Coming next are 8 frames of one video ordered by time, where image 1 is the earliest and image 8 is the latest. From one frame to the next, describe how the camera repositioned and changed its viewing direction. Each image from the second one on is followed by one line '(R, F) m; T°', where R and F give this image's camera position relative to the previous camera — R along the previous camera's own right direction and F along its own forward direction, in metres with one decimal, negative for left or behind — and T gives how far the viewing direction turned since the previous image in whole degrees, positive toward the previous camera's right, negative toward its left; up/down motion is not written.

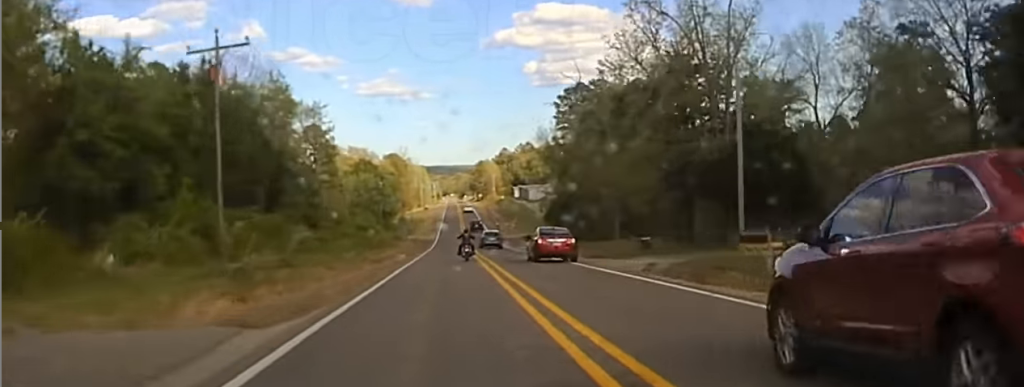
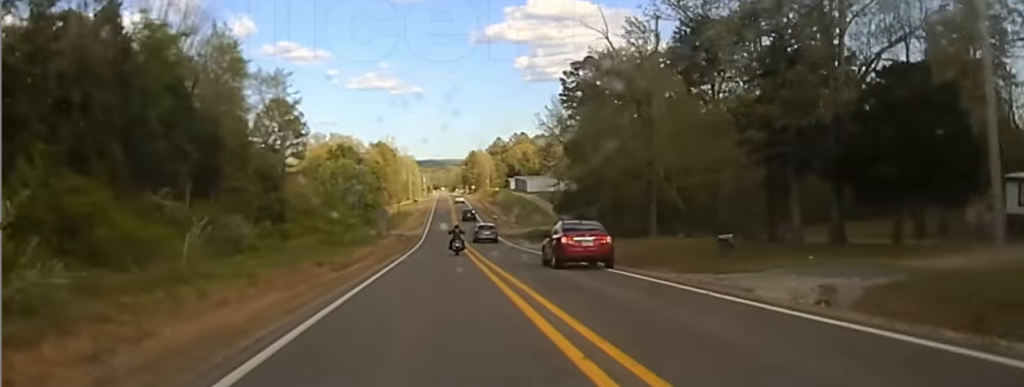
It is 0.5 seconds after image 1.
(+0.1, +15.5) m; +1°
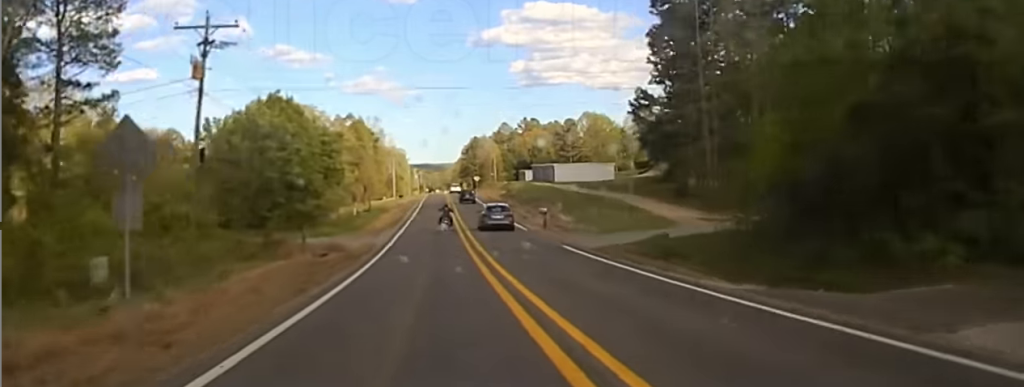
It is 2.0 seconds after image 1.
(+0.4, +46.0) m; 0°
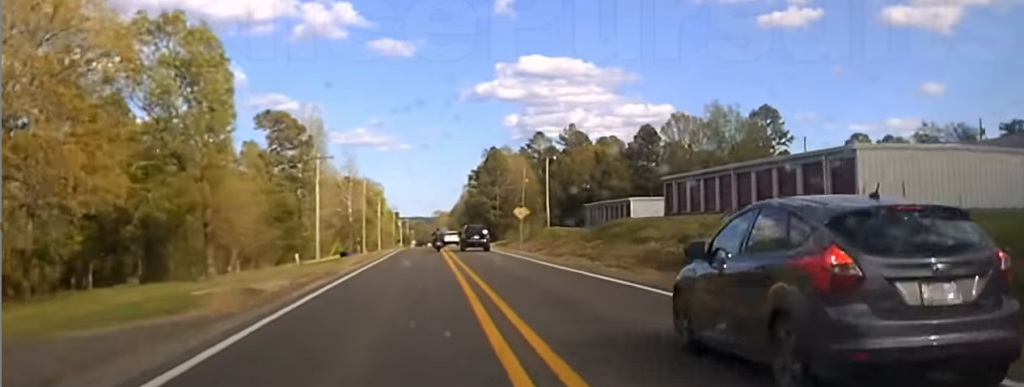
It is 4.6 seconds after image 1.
(+0.5, +93.1) m; +1°
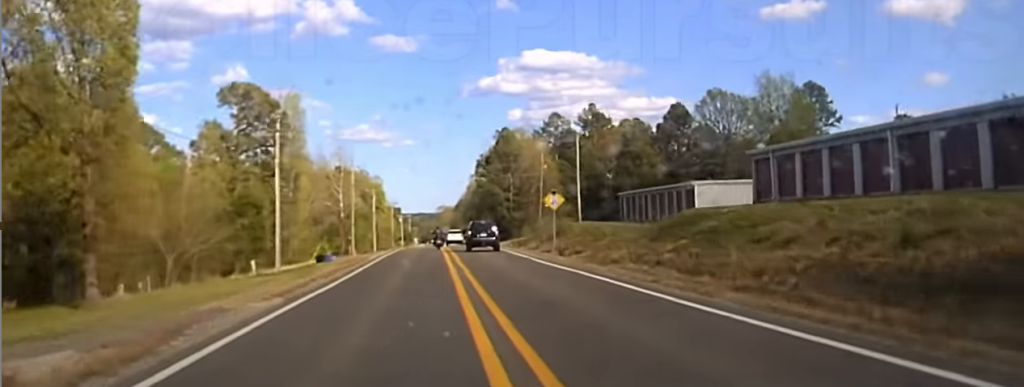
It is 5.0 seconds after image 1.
(0.0, +18.6) m; 0°
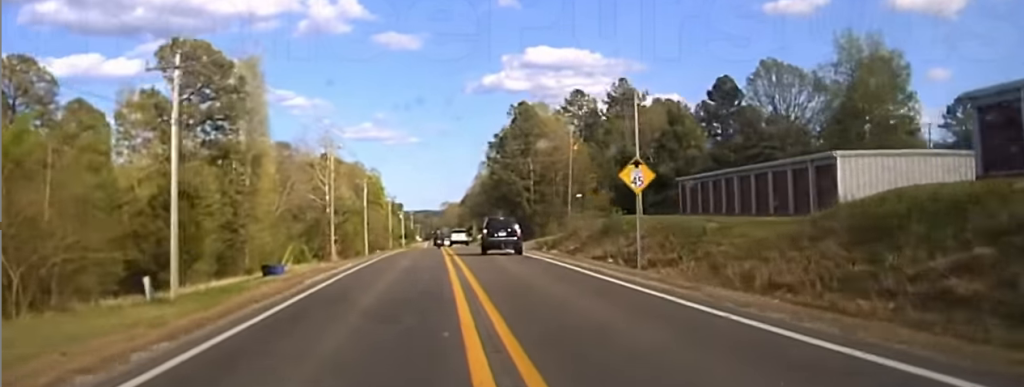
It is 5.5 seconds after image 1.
(0.0, +20.1) m; 0°
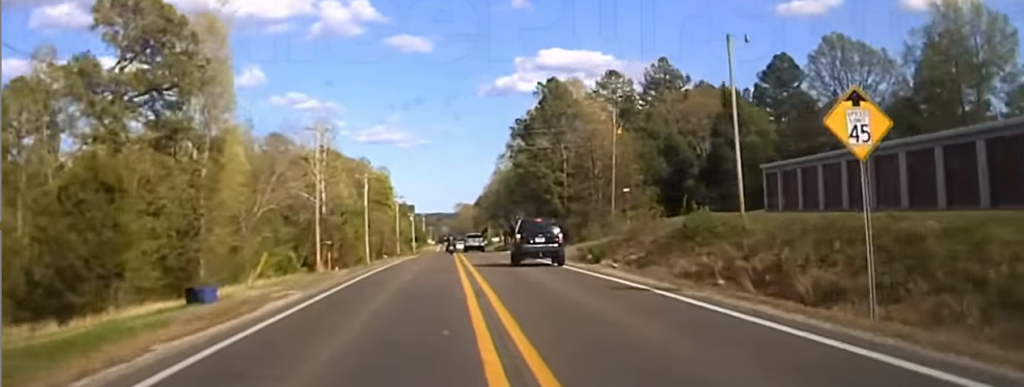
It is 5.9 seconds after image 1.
(-0.1, +16.2) m; 0°
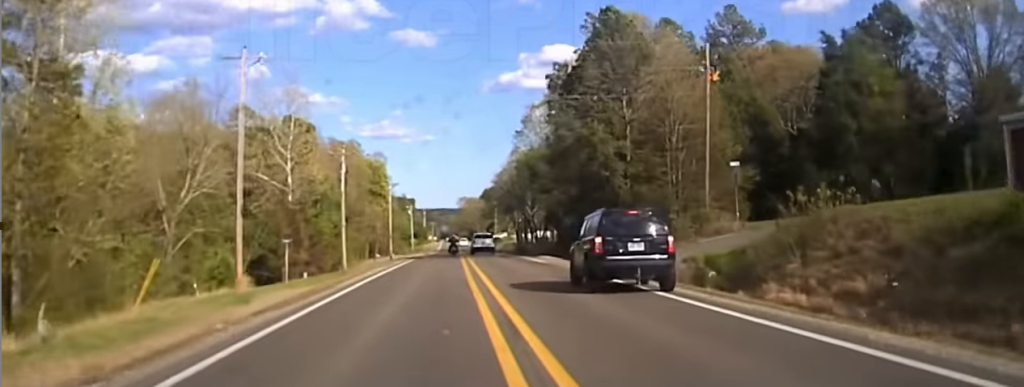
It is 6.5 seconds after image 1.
(-0.1, +24.3) m; 0°
